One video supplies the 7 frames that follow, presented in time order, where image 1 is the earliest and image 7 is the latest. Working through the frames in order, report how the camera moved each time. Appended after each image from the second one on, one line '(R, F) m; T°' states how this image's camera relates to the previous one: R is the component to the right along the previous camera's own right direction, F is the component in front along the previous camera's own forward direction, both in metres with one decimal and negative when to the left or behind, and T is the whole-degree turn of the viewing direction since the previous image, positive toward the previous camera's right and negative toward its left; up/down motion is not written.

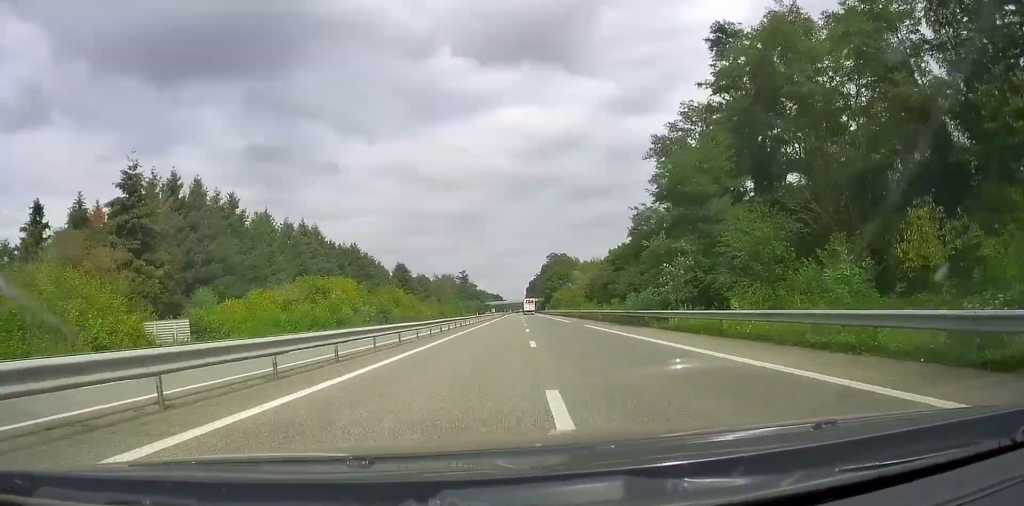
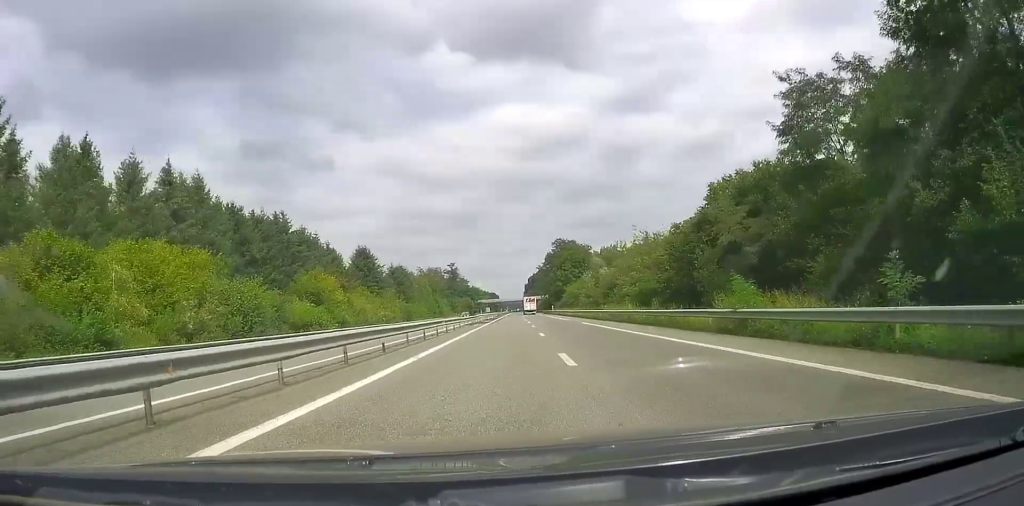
(0.0, +45.2) m; 0°
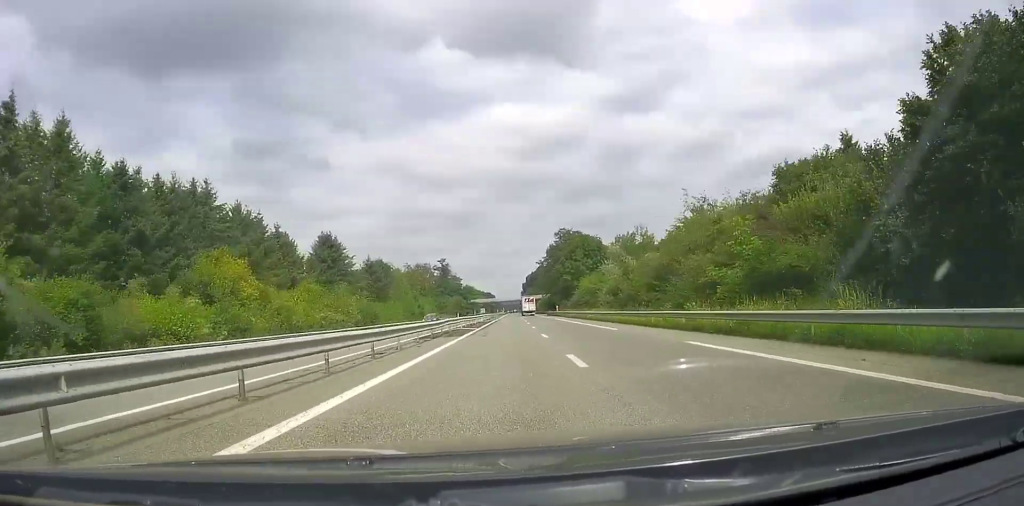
(0.0, +26.0) m; 0°
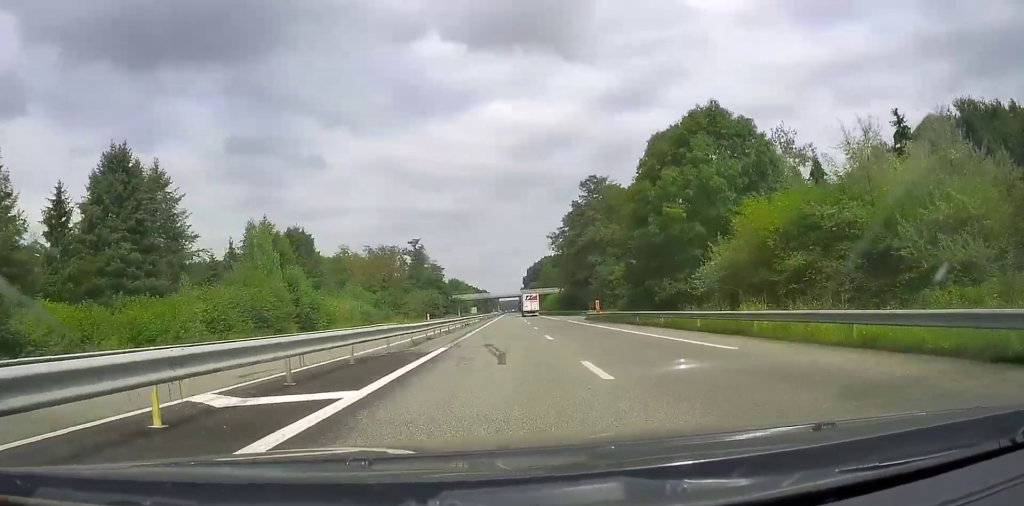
(-0.1, +66.4) m; 0°
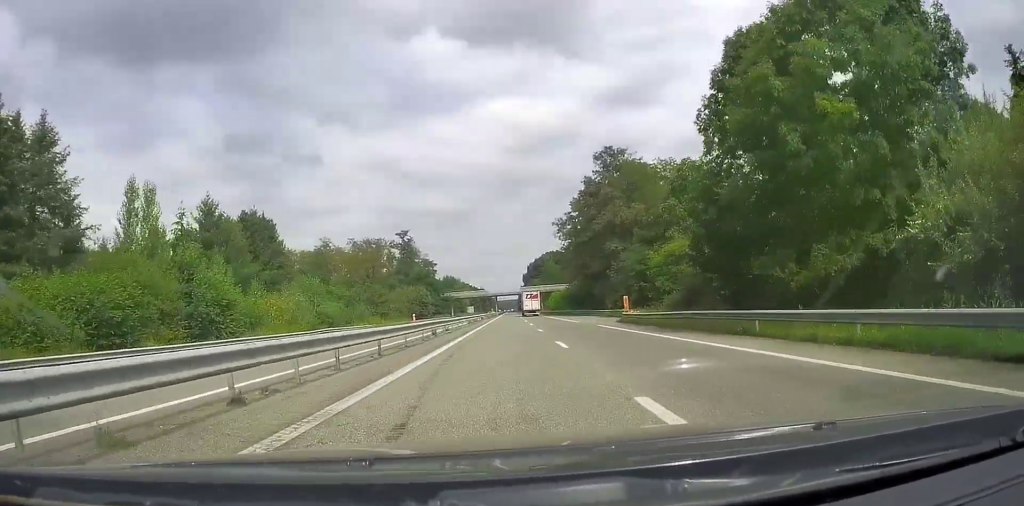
(0.0, +18.3) m; 0°
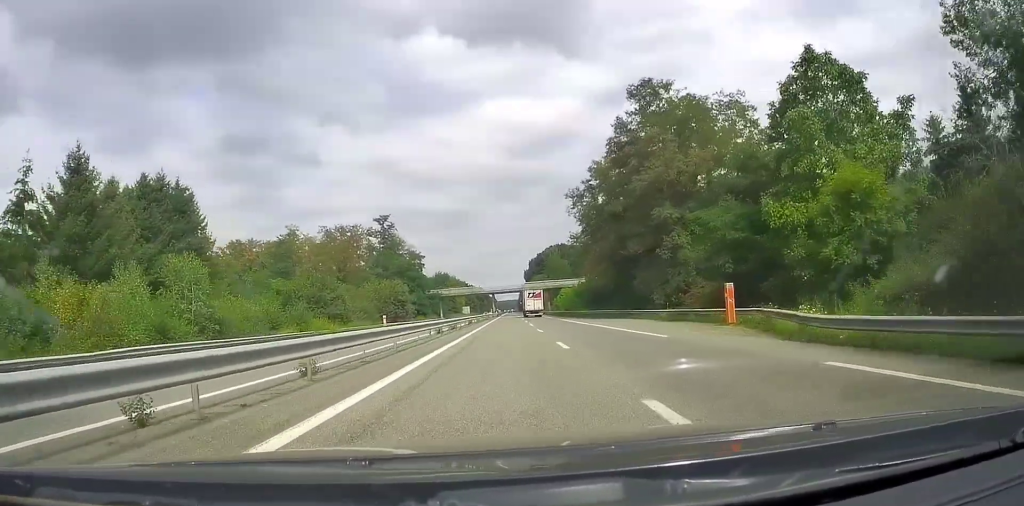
(0.0, +26.3) m; 0°
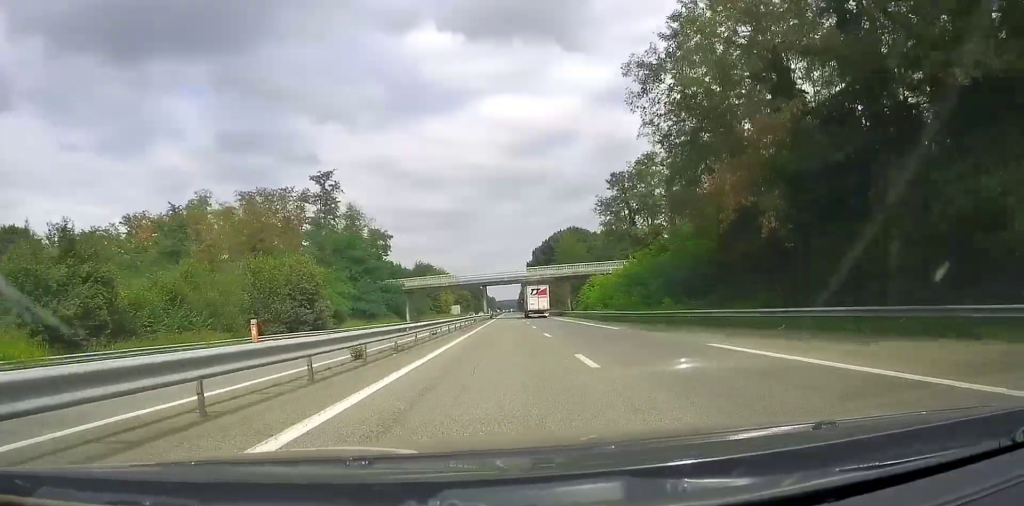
(-0.5, +44.3) m; 0°
